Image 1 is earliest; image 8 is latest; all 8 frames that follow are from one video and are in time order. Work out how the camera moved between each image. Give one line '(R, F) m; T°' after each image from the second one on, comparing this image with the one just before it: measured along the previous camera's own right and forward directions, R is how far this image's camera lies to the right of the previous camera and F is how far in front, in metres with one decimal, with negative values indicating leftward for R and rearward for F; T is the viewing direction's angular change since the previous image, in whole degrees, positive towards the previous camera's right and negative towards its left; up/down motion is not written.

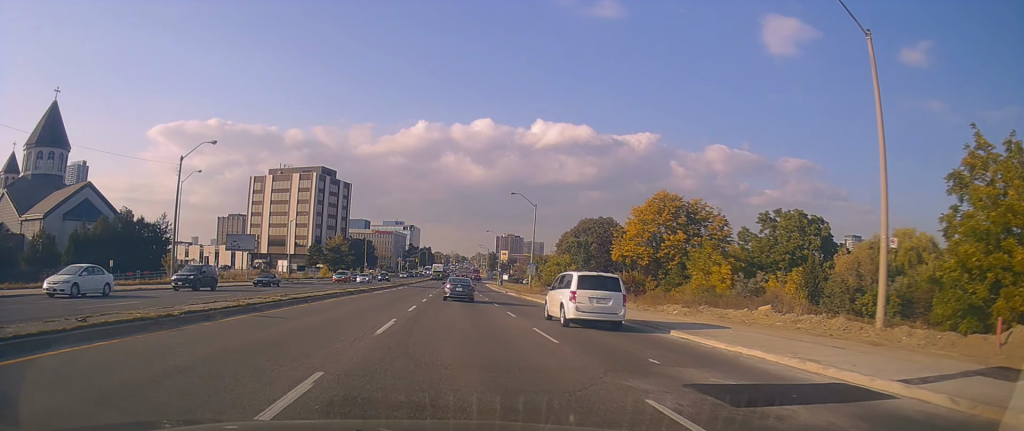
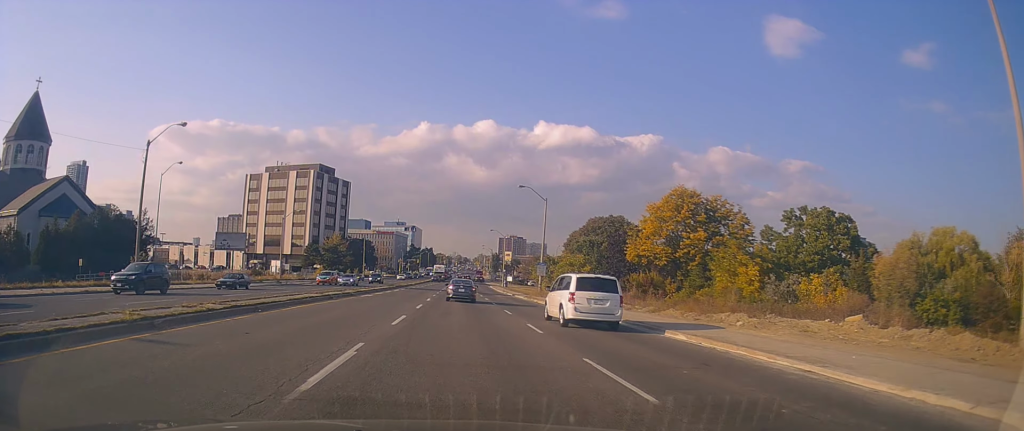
(-0.2, +6.1) m; -1°
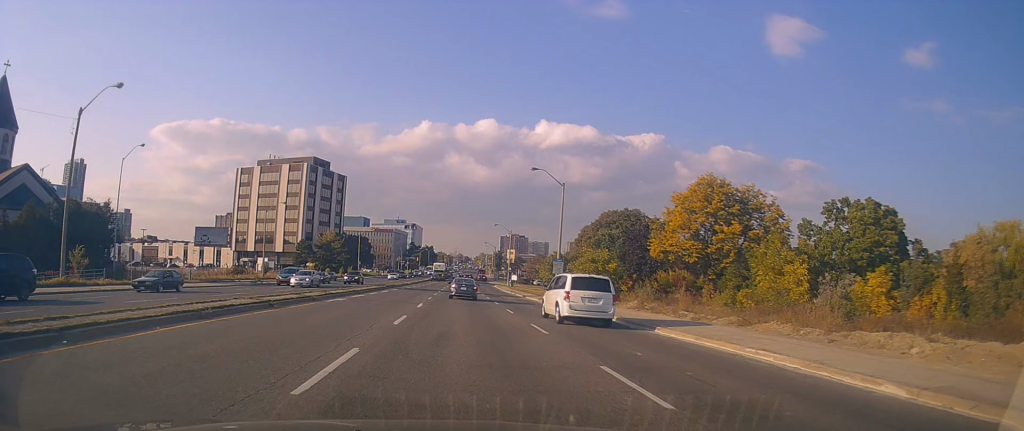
(-0.3, +9.2) m; -1°
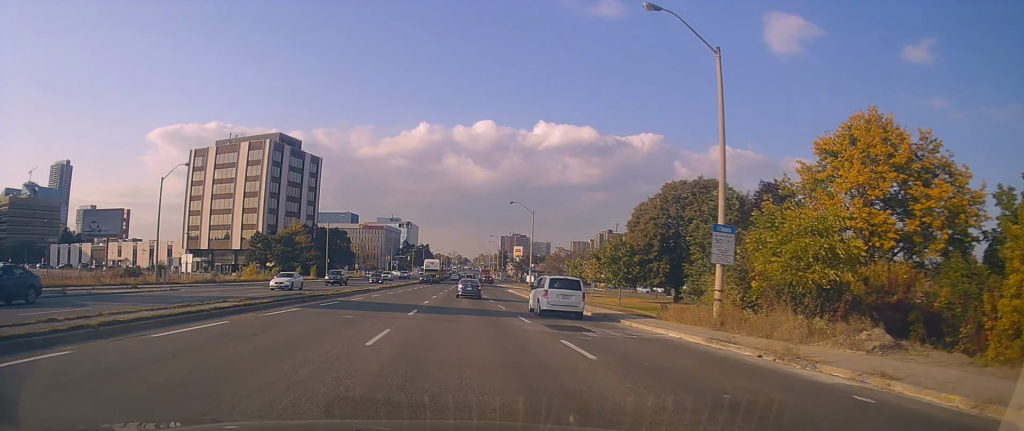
(+0.8, +32.7) m; +3°
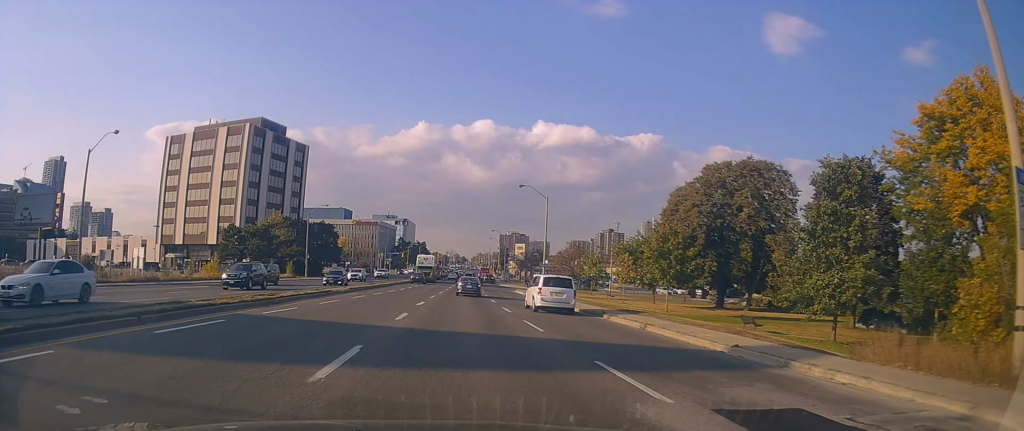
(+0.2, +13.1) m; -2°
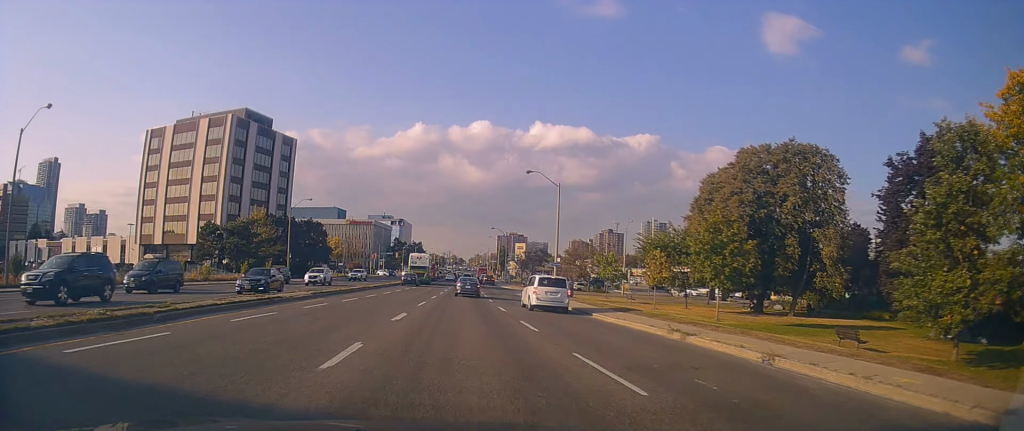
(-0.6, +8.8) m; 0°
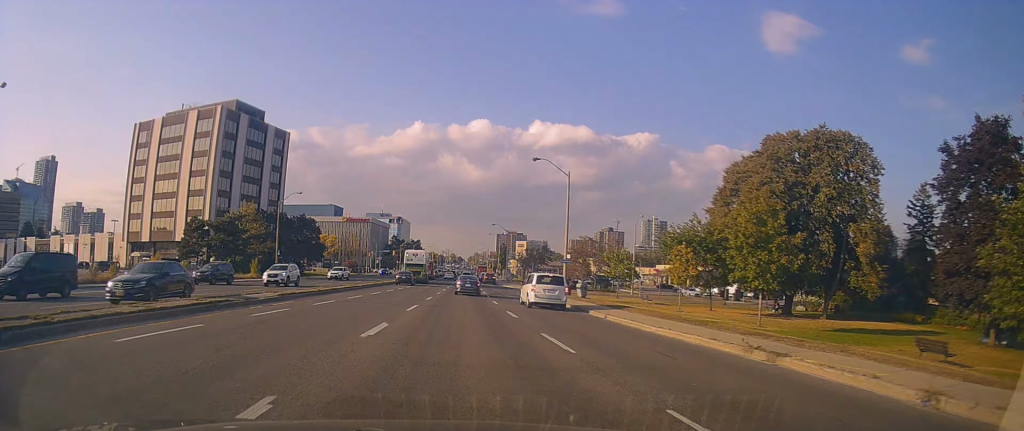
(+0.4, +5.1) m; +3°
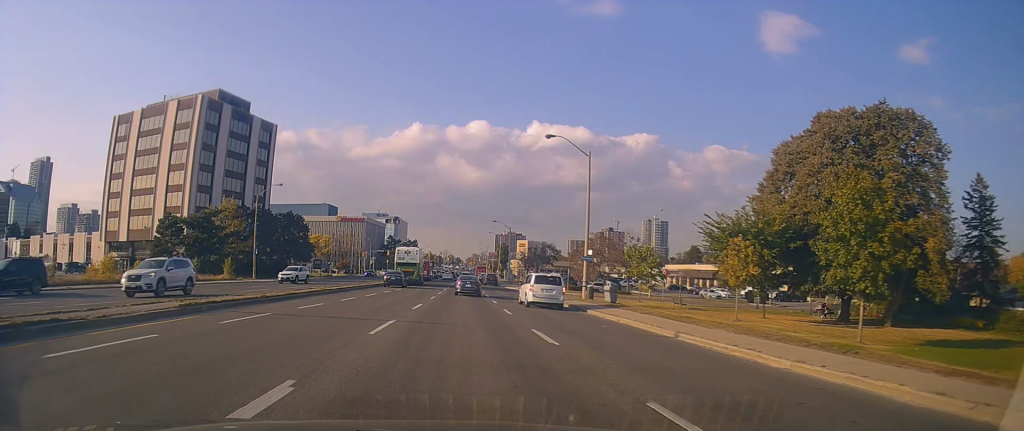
(+0.4, +8.3) m; +2°
